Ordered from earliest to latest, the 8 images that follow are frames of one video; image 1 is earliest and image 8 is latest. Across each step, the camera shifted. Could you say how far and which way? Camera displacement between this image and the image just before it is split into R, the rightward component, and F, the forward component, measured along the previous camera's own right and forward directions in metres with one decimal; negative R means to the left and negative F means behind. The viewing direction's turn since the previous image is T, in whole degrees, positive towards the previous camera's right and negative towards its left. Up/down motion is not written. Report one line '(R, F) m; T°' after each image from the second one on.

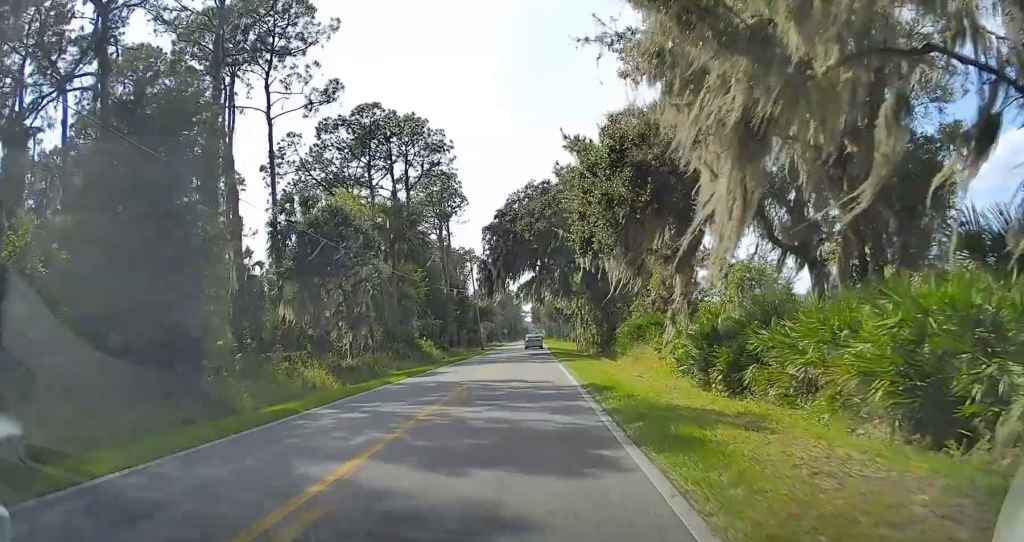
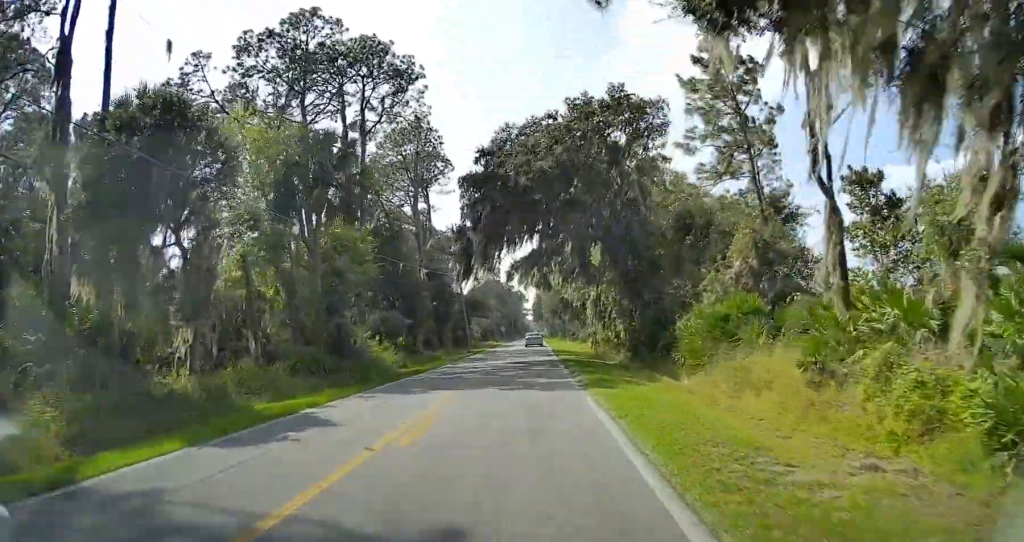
(+0.1, +18.1) m; 0°
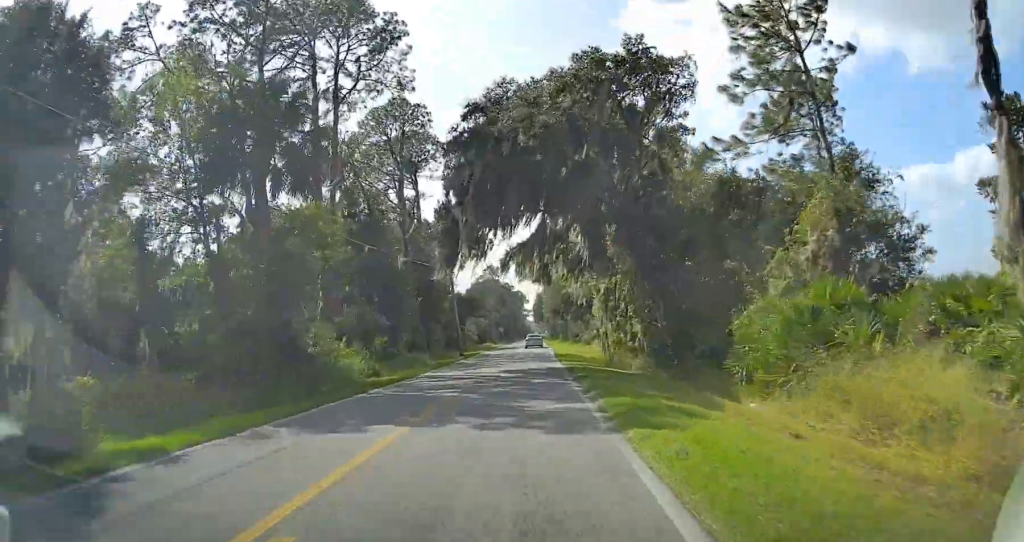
(+0.2, +7.4) m; -1°
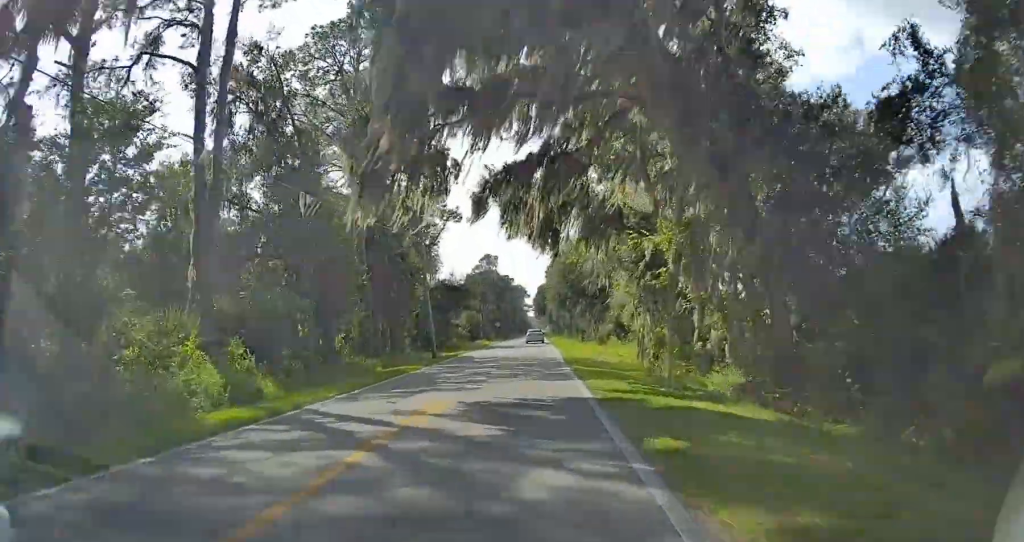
(-0.6, +15.9) m; -2°
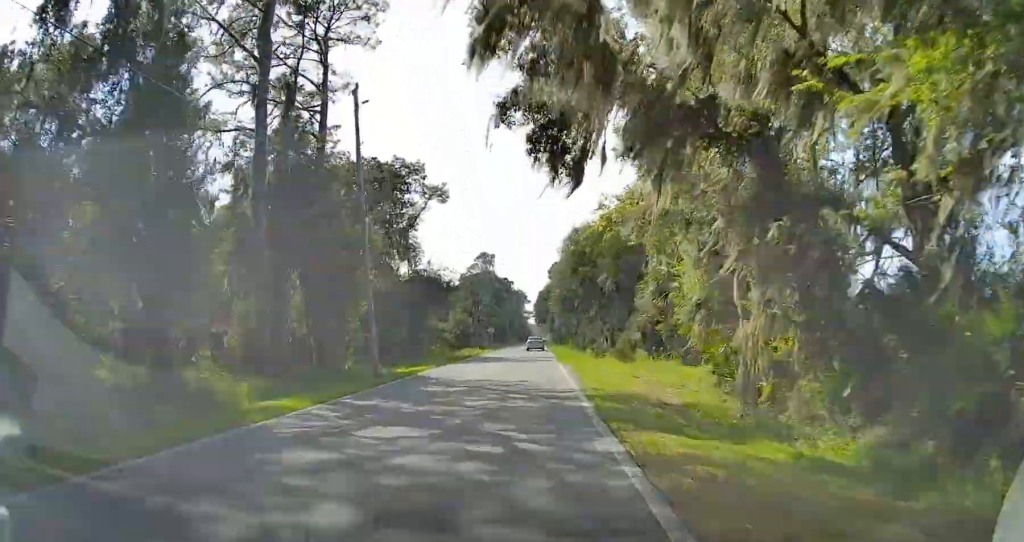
(-0.1, +16.0) m; 0°
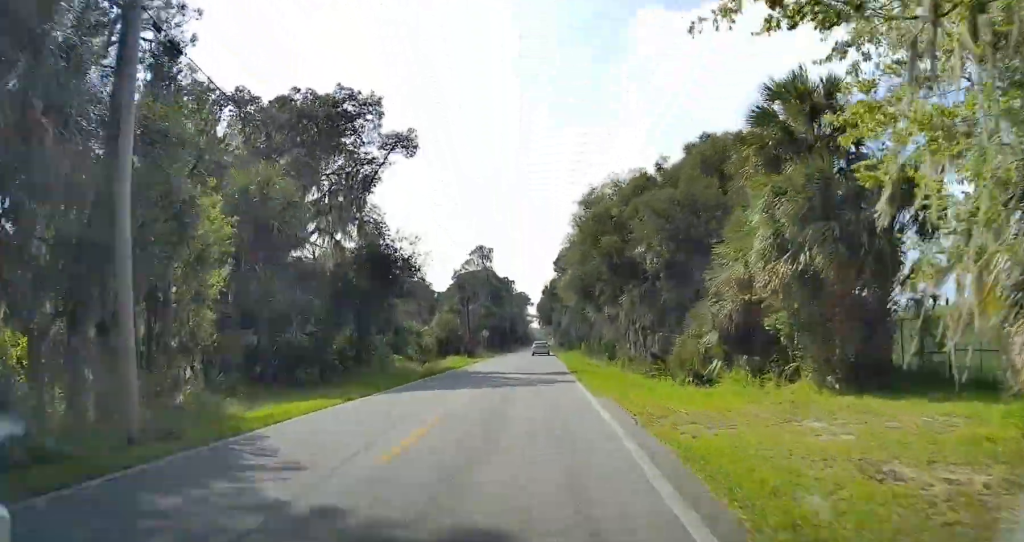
(+0.1, +18.3) m; +1°
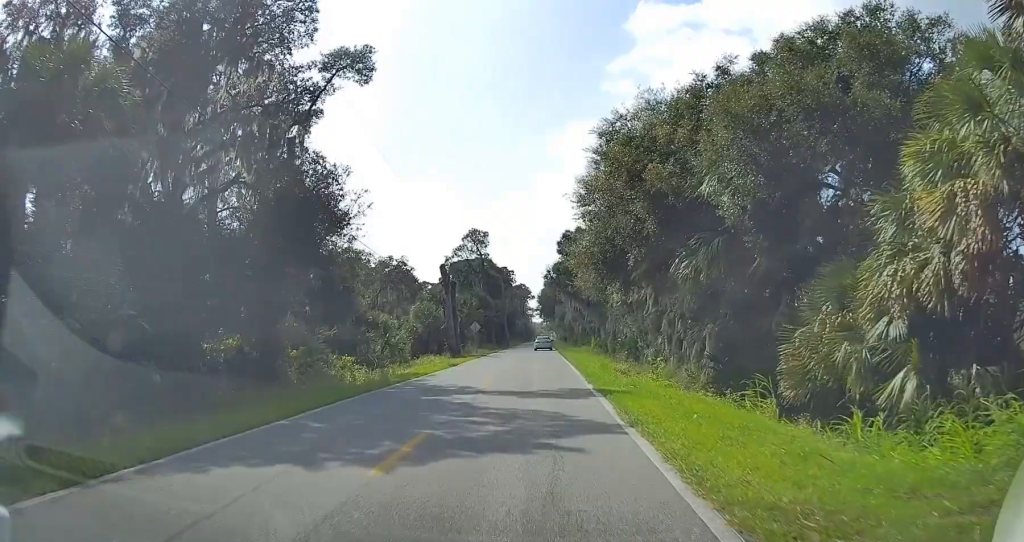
(+0.1, +13.6) m; +1°
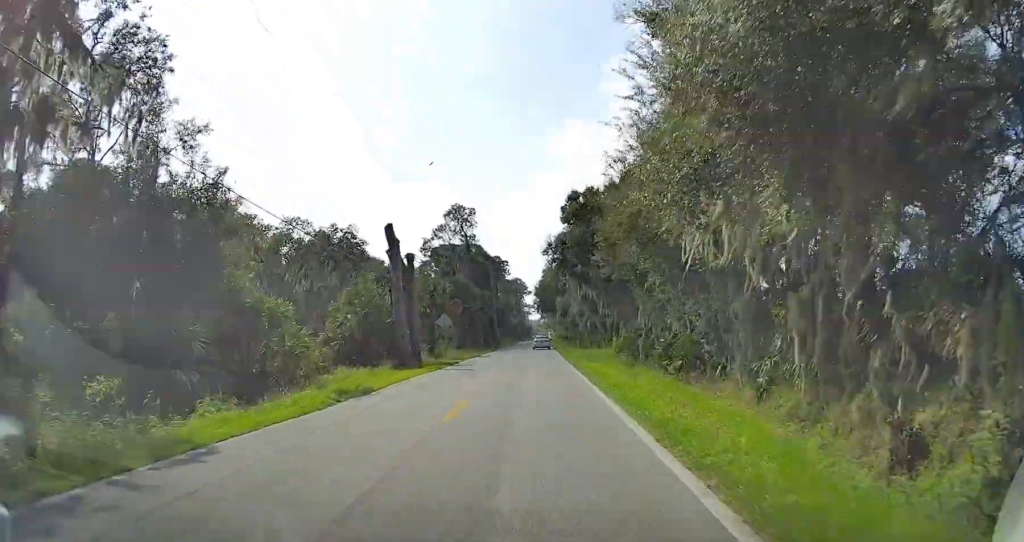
(+0.2, +20.4) m; +1°
